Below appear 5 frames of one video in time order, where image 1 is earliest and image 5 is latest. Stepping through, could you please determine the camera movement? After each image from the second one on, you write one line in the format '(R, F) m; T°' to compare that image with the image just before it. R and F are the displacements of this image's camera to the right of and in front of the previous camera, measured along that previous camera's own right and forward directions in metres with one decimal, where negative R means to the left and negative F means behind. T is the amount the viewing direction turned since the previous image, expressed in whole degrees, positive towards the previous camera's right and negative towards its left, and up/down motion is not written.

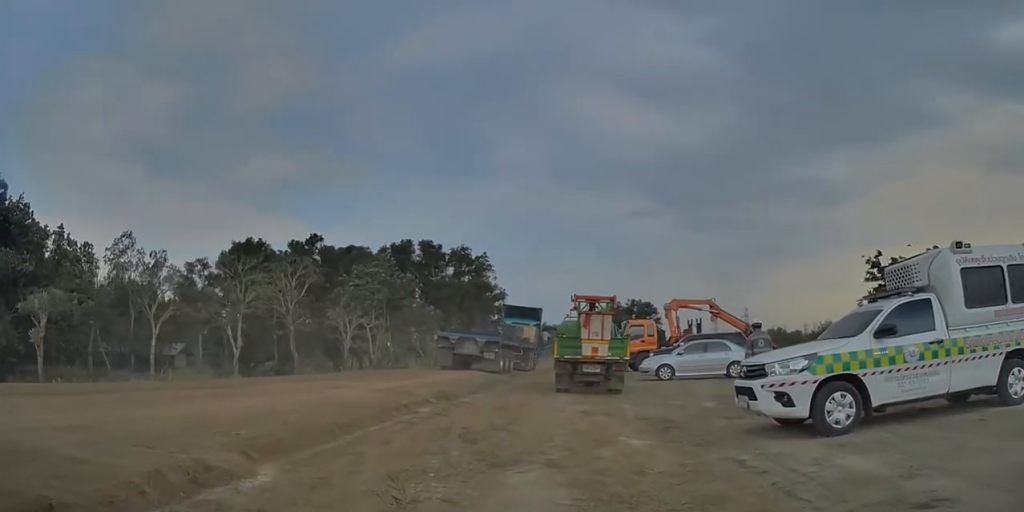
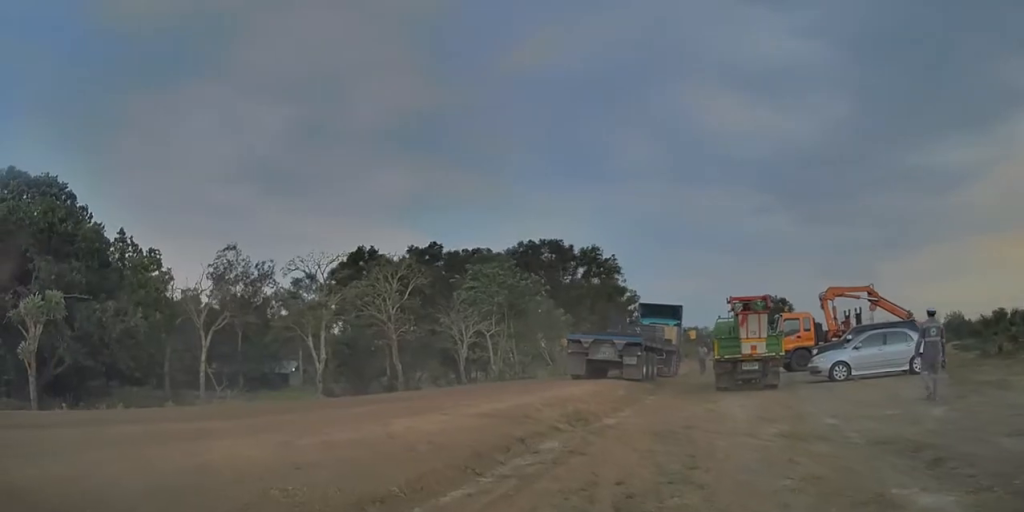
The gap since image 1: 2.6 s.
(-0.2, +5.7) m; -4°
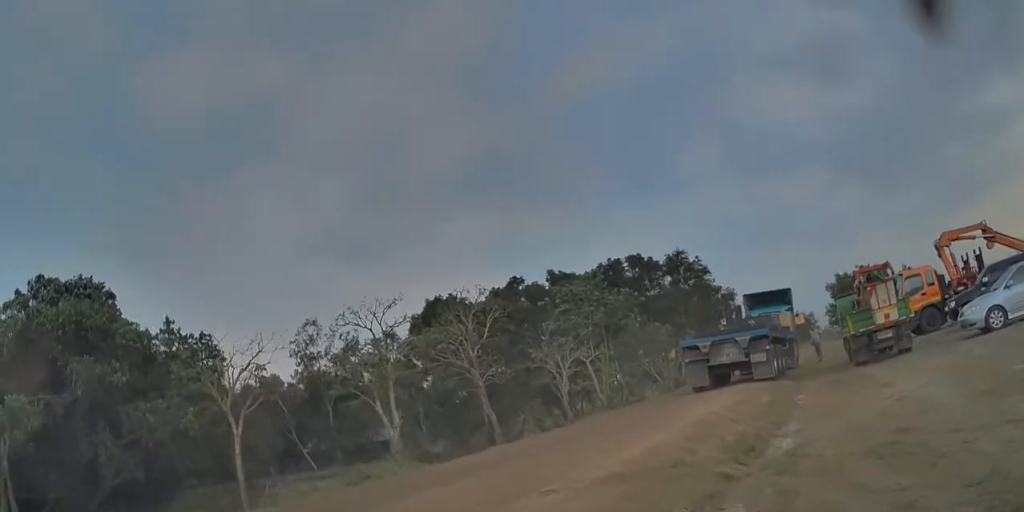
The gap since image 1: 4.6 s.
(-0.3, +3.6) m; +2°
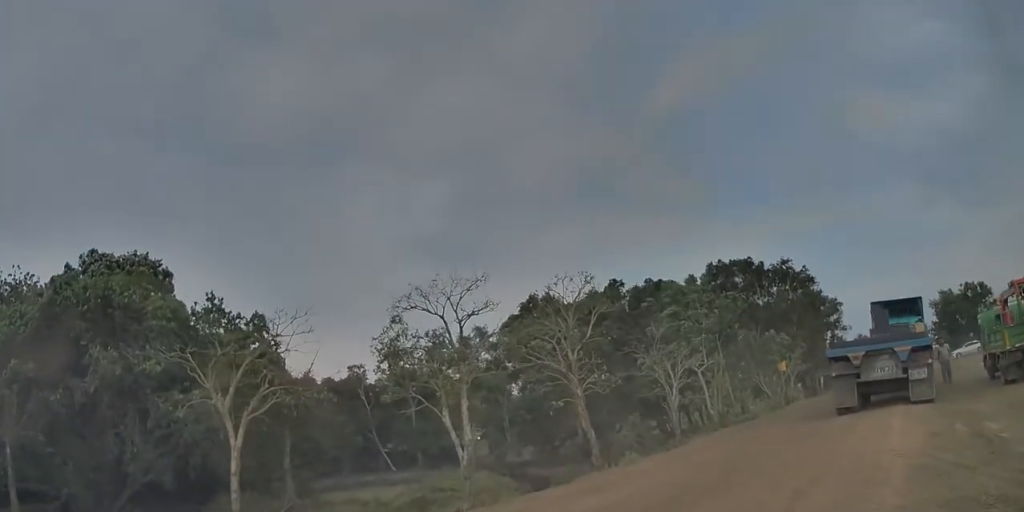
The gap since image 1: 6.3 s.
(-0.2, +3.4) m; -19°
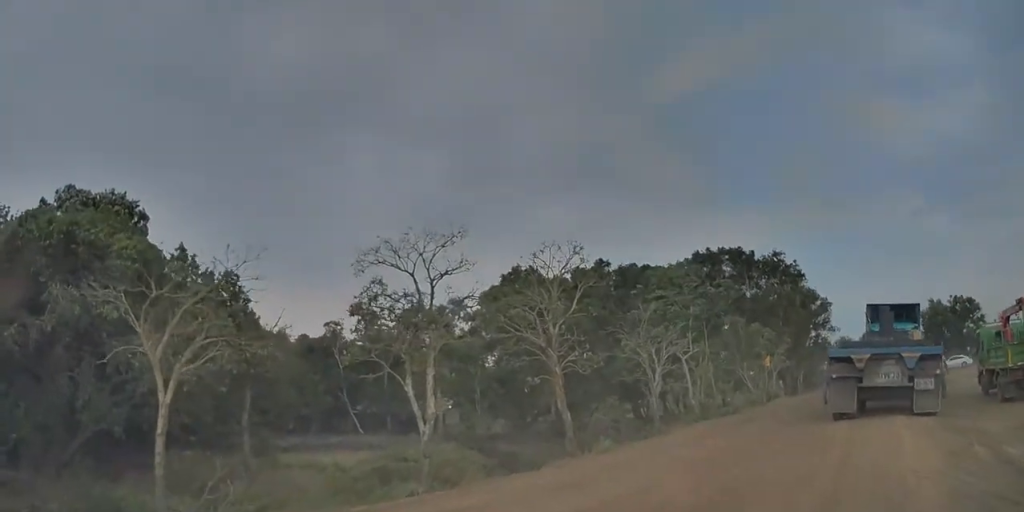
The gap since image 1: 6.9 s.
(-0.1, +1.1) m; -3°
